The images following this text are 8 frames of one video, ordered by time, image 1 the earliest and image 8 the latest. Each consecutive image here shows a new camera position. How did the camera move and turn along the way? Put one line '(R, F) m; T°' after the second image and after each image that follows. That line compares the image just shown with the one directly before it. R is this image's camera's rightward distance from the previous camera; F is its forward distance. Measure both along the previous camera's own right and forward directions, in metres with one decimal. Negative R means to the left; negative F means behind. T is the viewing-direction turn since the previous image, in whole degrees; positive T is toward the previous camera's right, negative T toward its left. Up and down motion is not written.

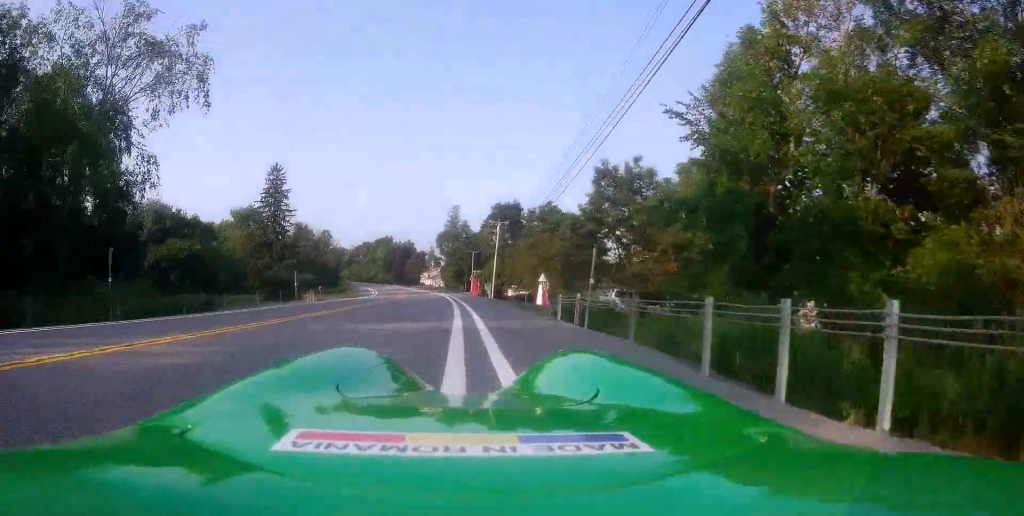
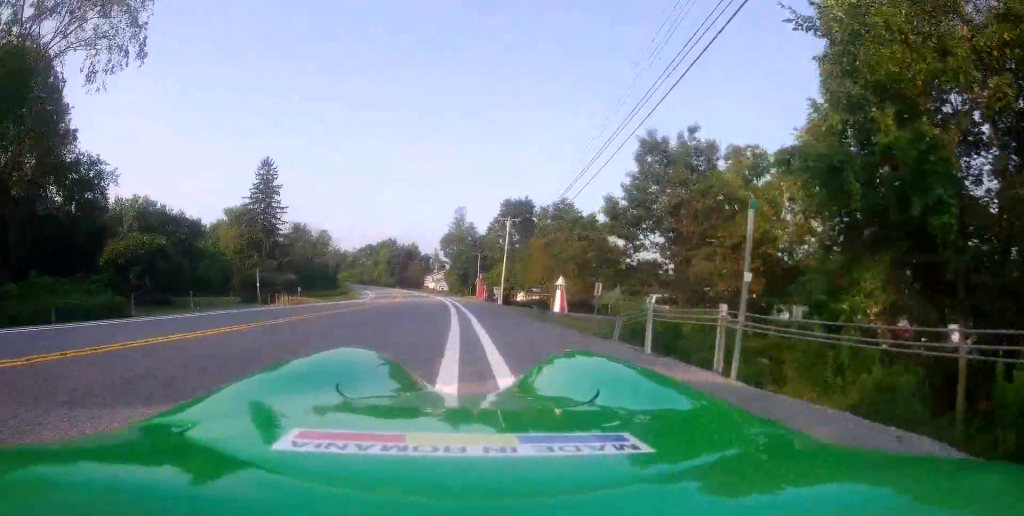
(-0.2, +8.4) m; -1°
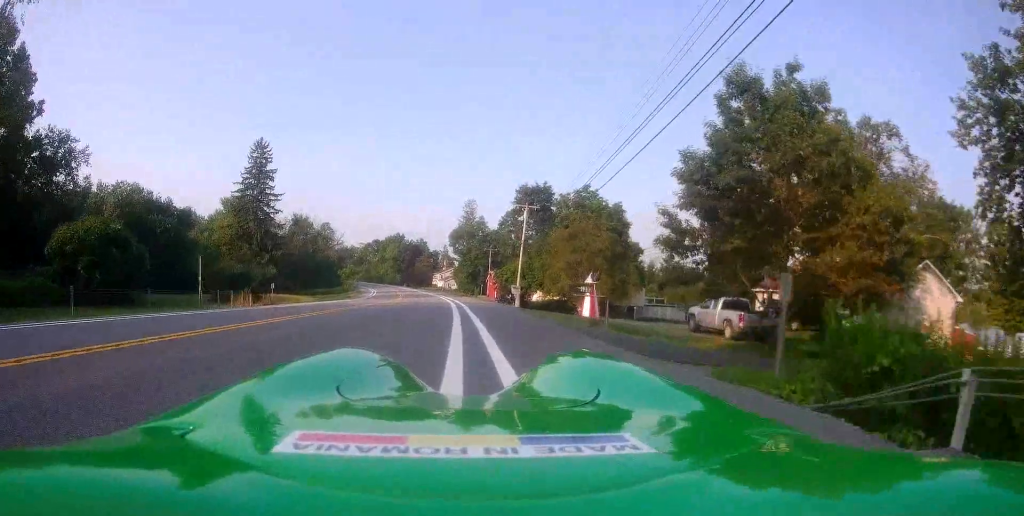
(-0.1, +8.5) m; 0°
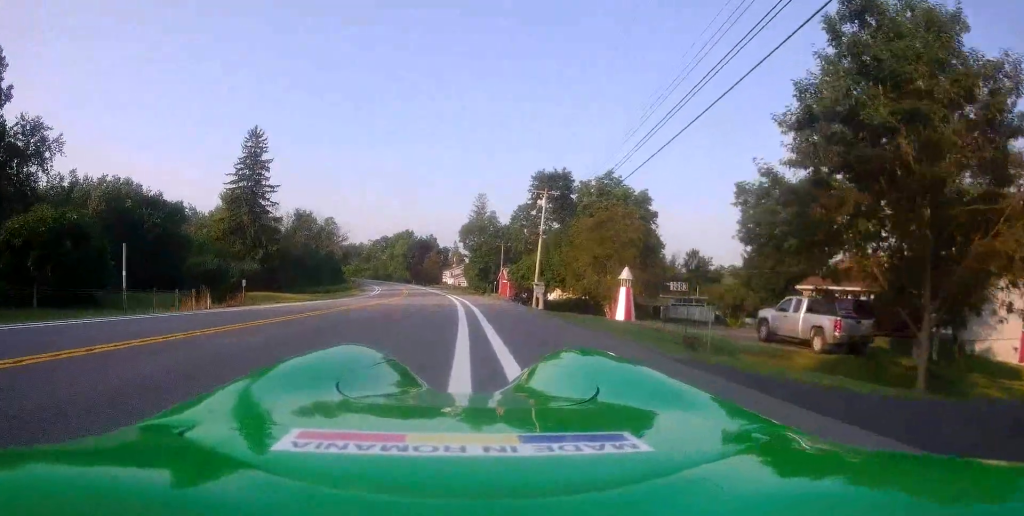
(+0.2, +6.6) m; 0°
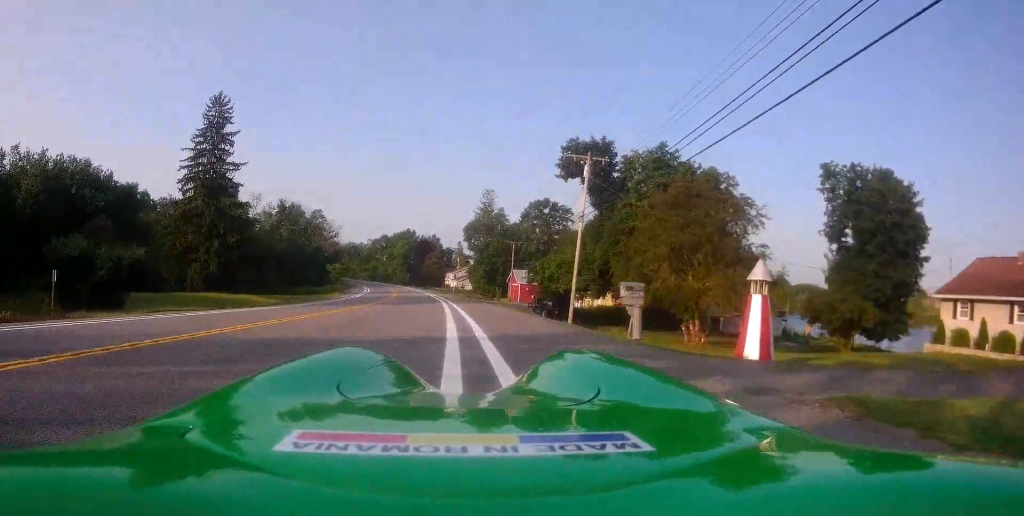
(-0.4, +15.9) m; -1°
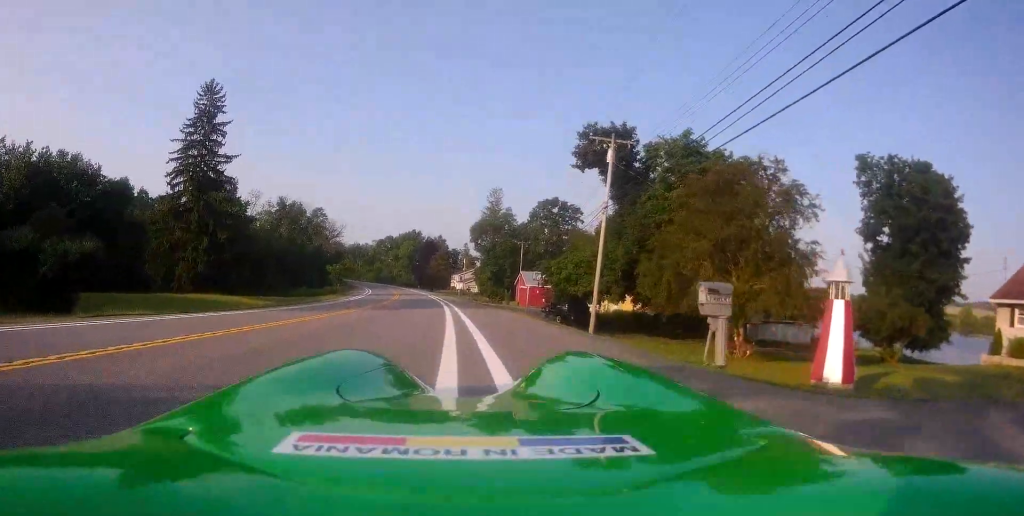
(0.0, +4.7) m; 0°
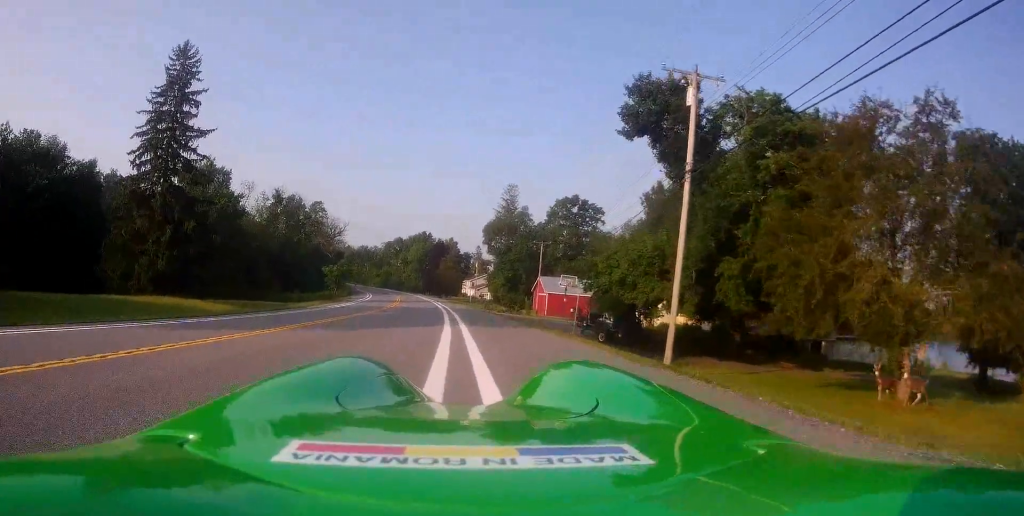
(-0.1, +10.2) m; -4°
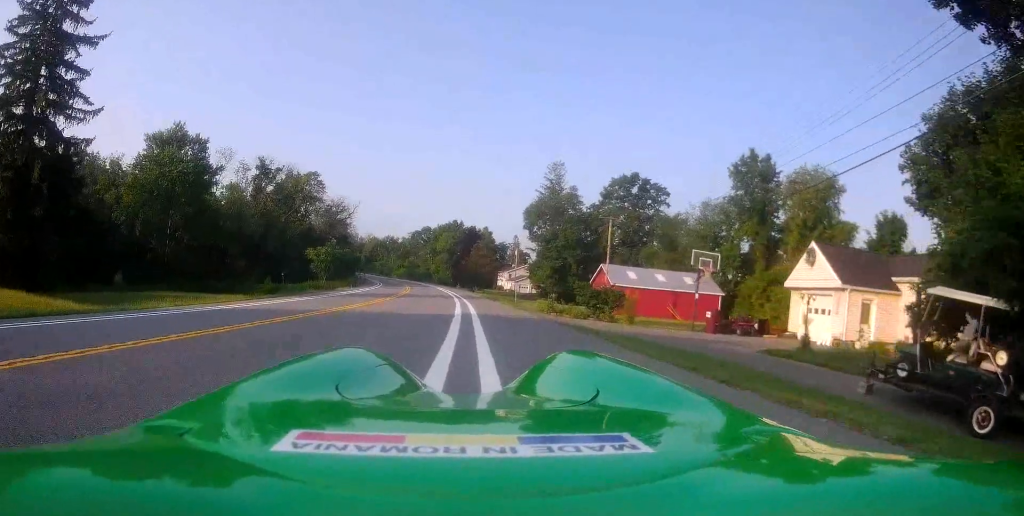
(-0.5, +23.7) m; -1°
